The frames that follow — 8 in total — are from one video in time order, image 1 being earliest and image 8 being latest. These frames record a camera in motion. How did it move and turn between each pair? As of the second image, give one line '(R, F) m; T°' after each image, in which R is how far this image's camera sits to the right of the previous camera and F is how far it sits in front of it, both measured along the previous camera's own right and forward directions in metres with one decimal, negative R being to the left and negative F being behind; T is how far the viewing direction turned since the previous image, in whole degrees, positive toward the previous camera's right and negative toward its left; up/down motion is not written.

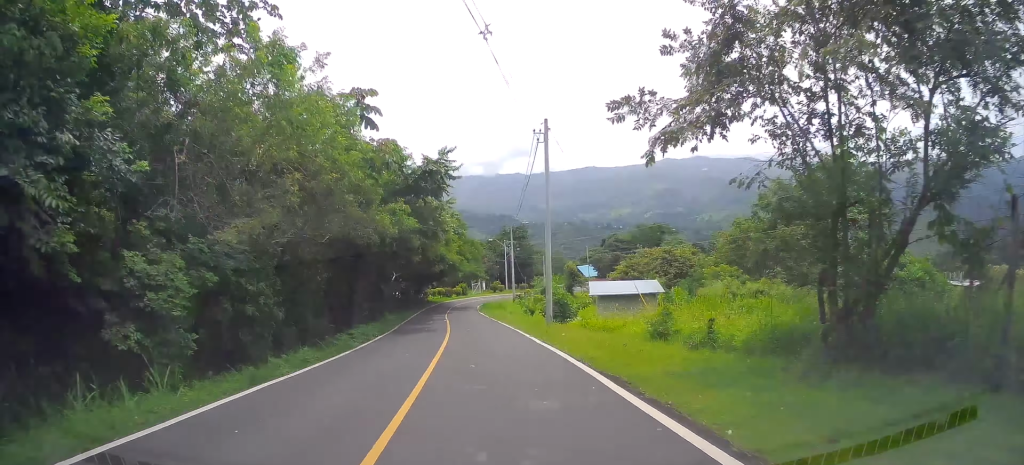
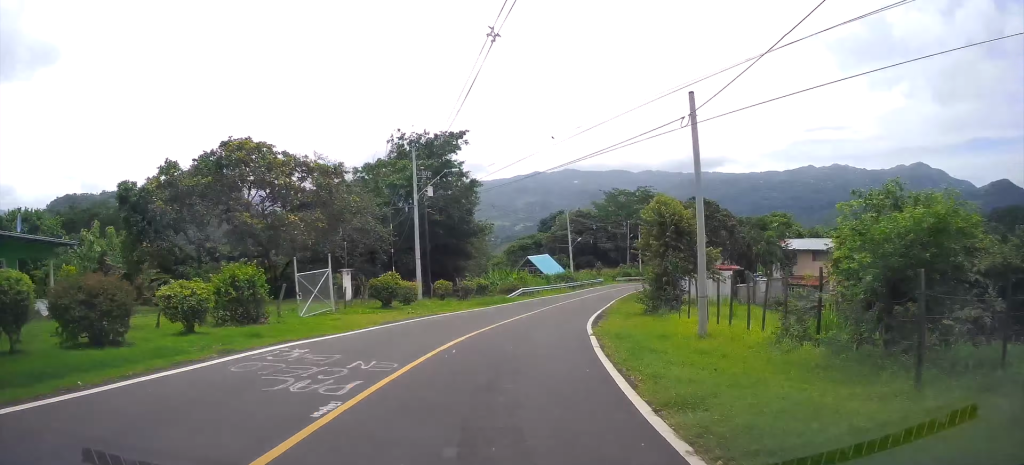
(+6.1, +79.9) m; +11°
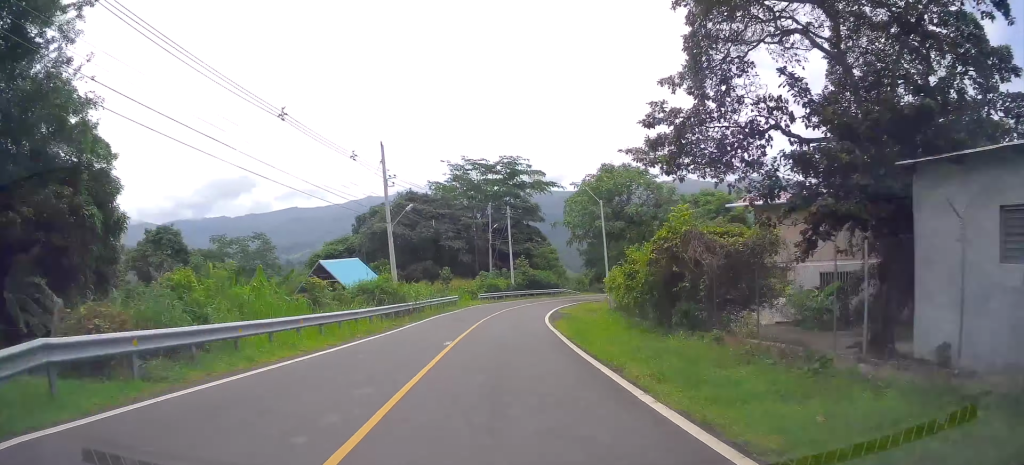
(+2.0, +38.4) m; +14°
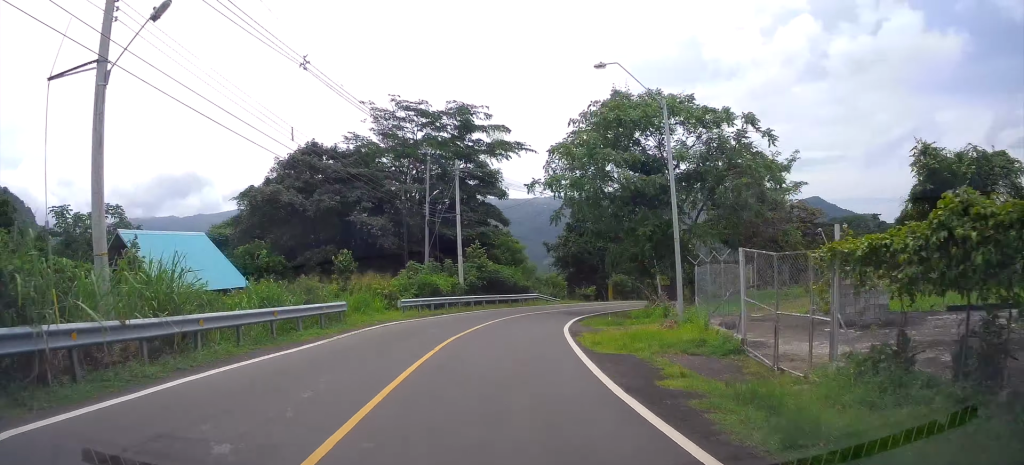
(+3.9, +22.5) m; +11°
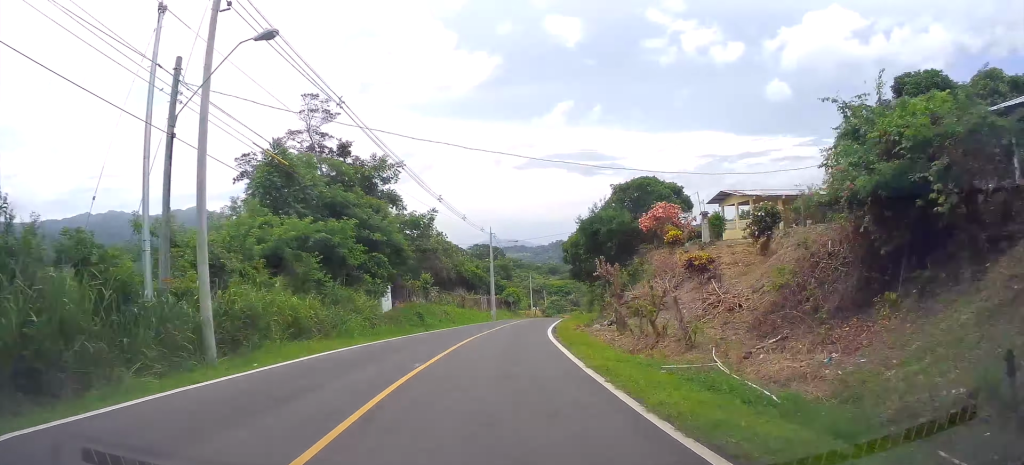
(+30.5, +74.9) m; +45°
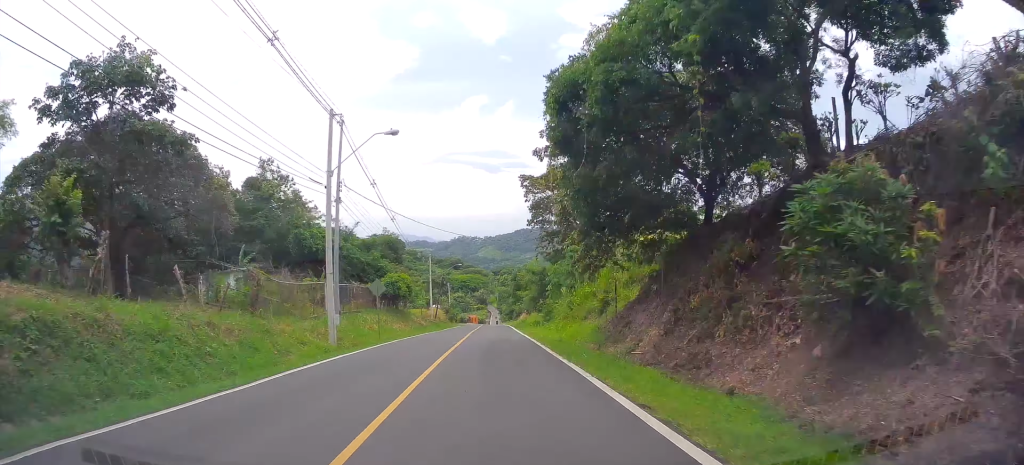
(+6.7, +39.5) m; +14°
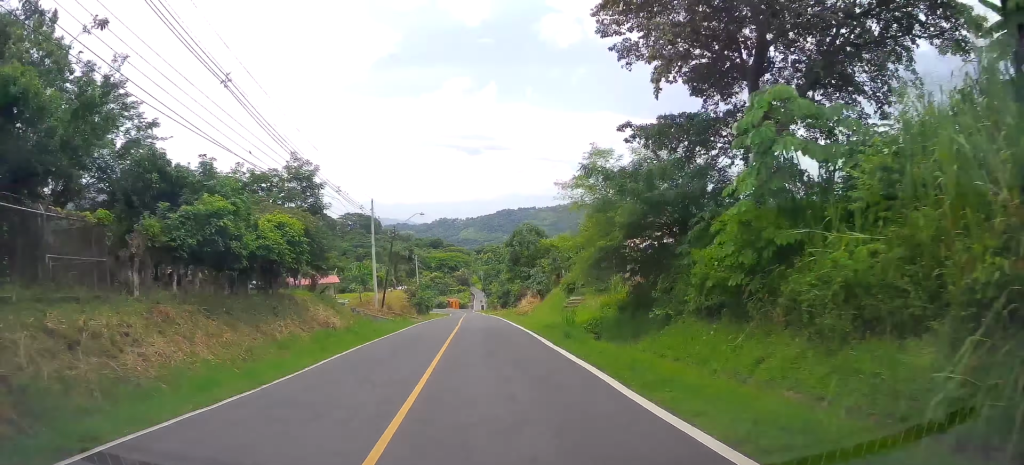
(+2.4, +33.6) m; +6°
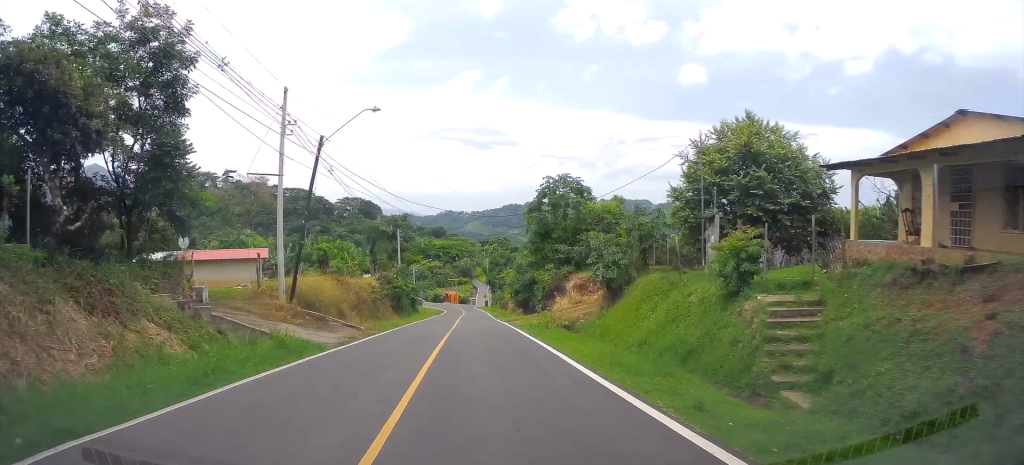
(+0.9, +24.9) m; +2°
